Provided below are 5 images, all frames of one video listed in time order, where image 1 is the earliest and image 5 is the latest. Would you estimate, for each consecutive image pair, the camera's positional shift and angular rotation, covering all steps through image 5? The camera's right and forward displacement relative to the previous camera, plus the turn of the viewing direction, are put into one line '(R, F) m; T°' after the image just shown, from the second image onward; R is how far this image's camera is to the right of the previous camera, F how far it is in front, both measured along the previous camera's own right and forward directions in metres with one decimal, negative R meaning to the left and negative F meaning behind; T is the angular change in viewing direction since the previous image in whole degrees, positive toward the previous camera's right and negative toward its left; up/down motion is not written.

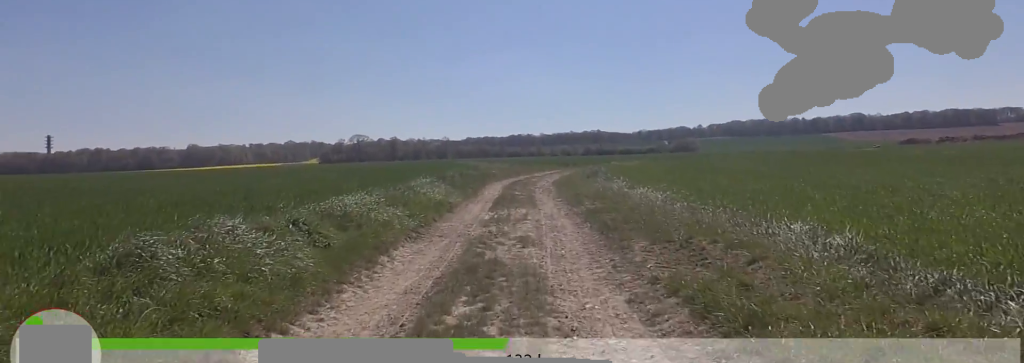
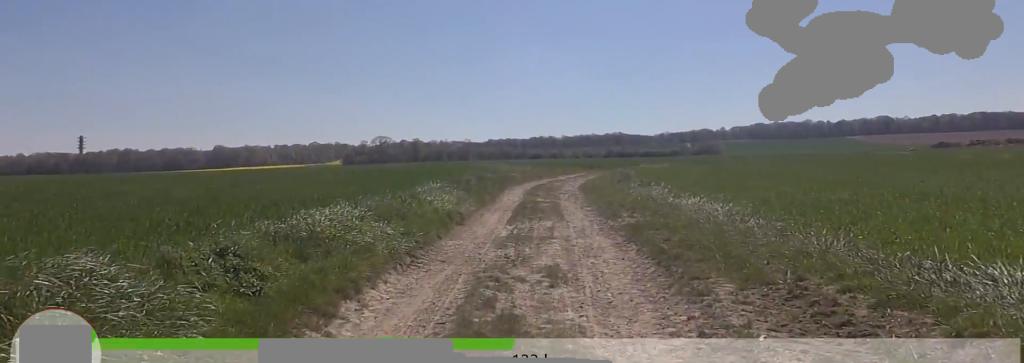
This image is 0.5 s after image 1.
(+0.4, +2.3) m; +3°
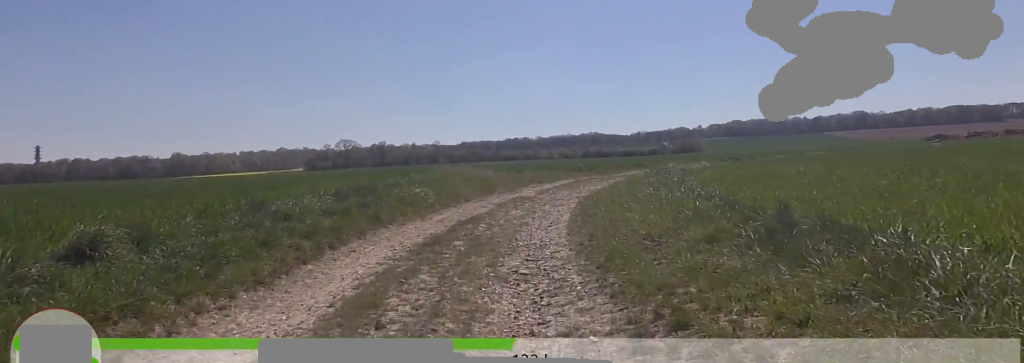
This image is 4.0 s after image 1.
(-1.2, +16.6) m; +2°
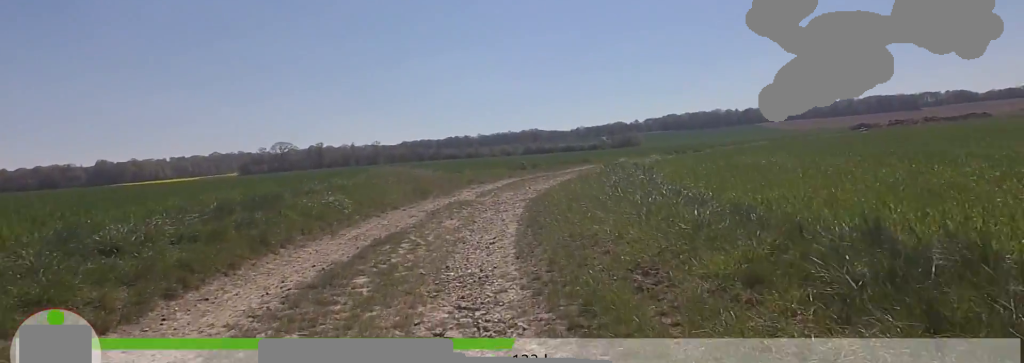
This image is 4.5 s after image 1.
(+0.2, +2.2) m; +1°
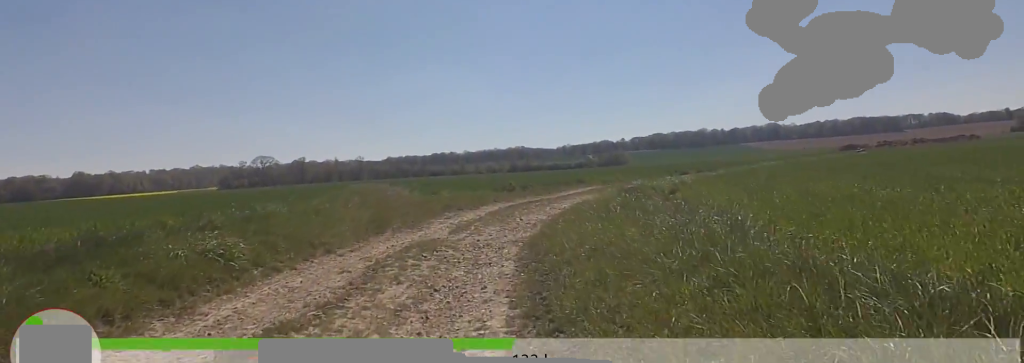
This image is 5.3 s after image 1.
(+0.2, +3.9) m; 0°
